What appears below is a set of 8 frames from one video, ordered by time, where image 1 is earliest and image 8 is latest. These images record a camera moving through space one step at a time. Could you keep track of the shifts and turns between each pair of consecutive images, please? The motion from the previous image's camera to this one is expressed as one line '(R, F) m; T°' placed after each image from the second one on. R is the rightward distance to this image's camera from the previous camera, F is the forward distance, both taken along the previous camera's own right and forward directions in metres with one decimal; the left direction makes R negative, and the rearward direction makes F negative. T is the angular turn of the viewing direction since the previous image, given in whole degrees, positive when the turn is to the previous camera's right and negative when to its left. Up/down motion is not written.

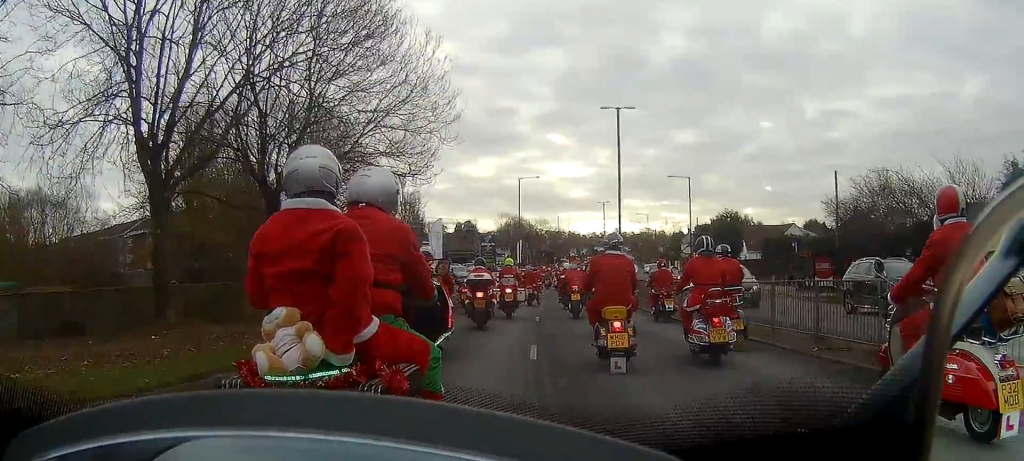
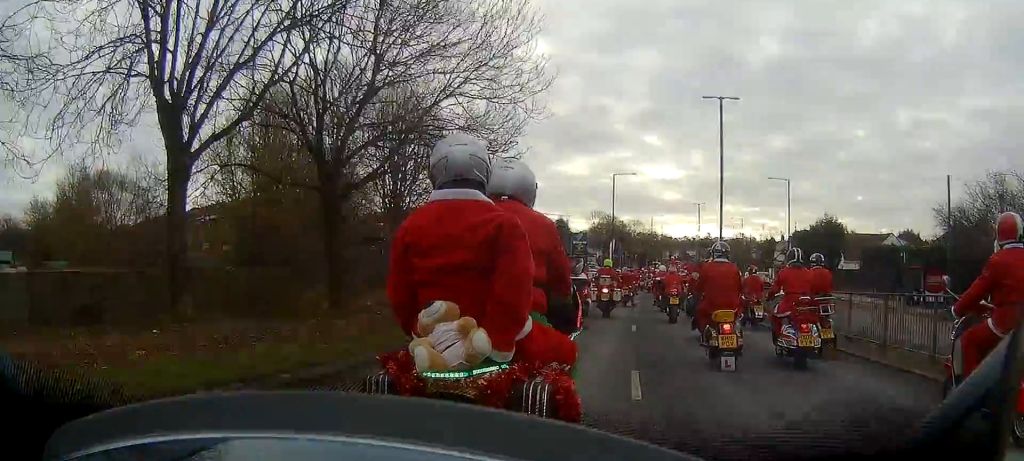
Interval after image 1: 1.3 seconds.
(-0.6, +3.1) m; -12°
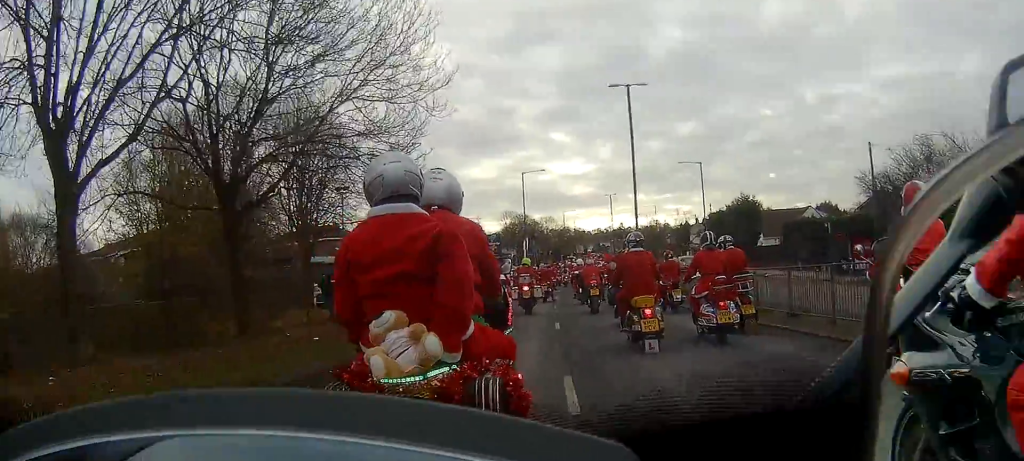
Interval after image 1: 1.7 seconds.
(0.0, +1.1) m; 0°
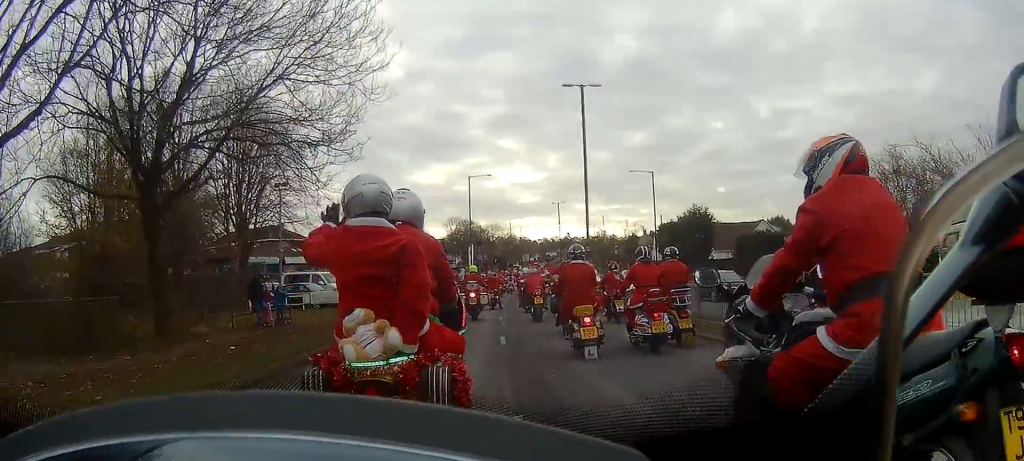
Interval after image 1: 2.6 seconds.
(0.0, +1.8) m; +1°
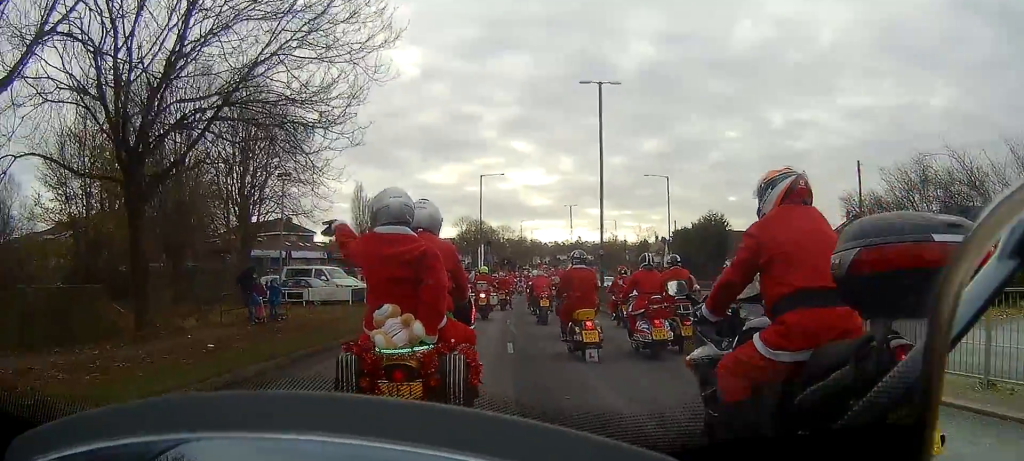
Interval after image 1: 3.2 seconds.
(0.0, +1.3) m; +1°
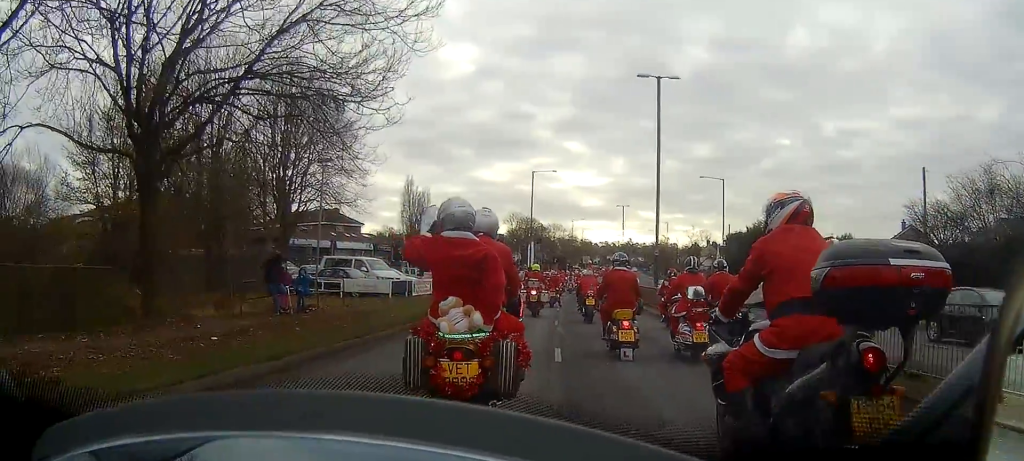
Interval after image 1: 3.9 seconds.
(0.0, +1.5) m; +3°
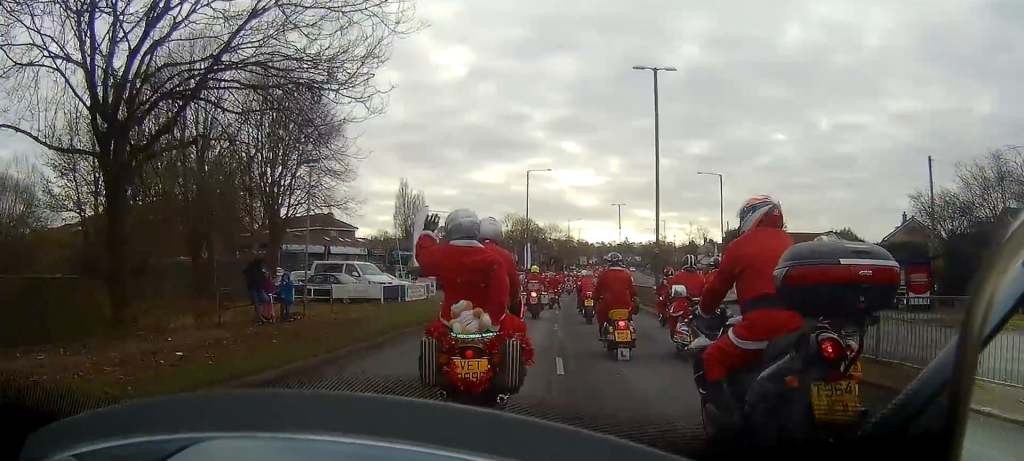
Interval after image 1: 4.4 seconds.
(0.0, +1.1) m; +2°
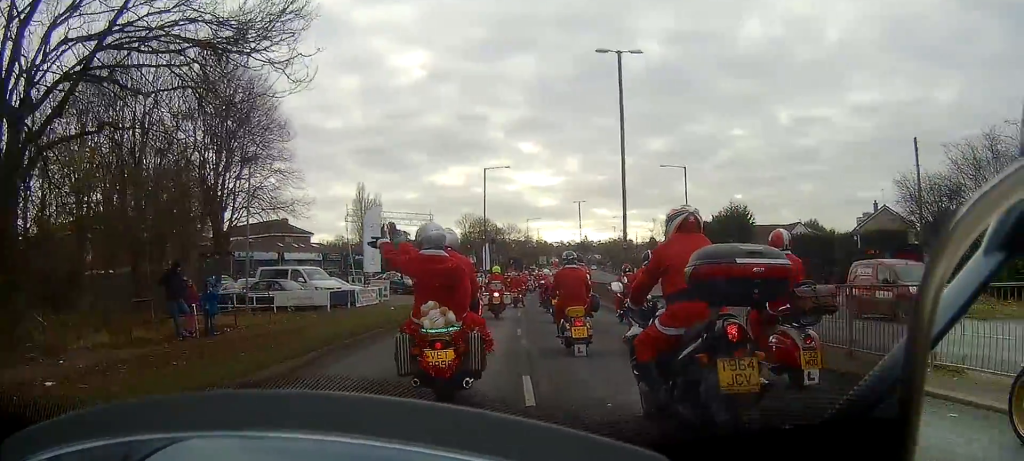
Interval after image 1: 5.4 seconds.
(+0.1, +2.2) m; +4°
